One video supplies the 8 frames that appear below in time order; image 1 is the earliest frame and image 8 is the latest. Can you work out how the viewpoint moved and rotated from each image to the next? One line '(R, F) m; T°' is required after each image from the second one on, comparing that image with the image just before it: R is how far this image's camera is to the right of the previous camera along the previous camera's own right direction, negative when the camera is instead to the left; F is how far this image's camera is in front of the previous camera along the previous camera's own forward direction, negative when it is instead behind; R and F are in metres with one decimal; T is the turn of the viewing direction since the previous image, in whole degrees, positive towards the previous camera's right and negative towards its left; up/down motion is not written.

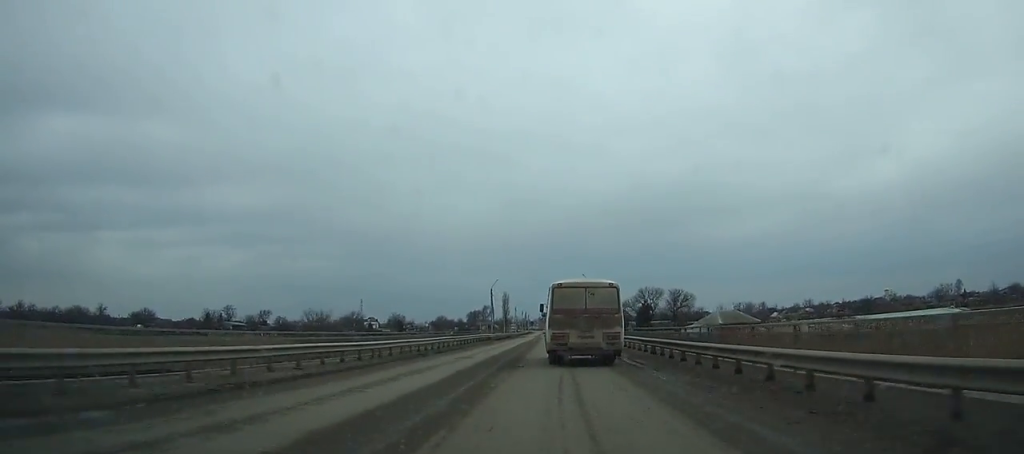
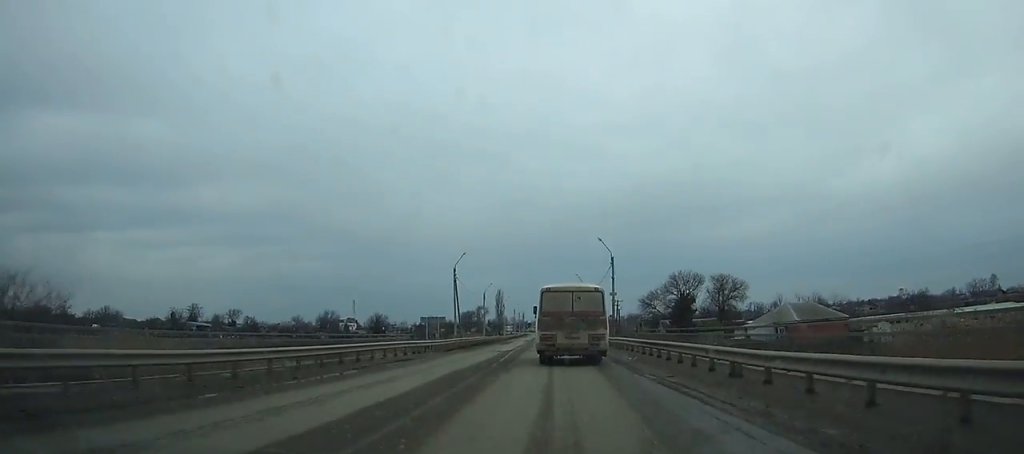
(-0.1, +34.7) m; -1°
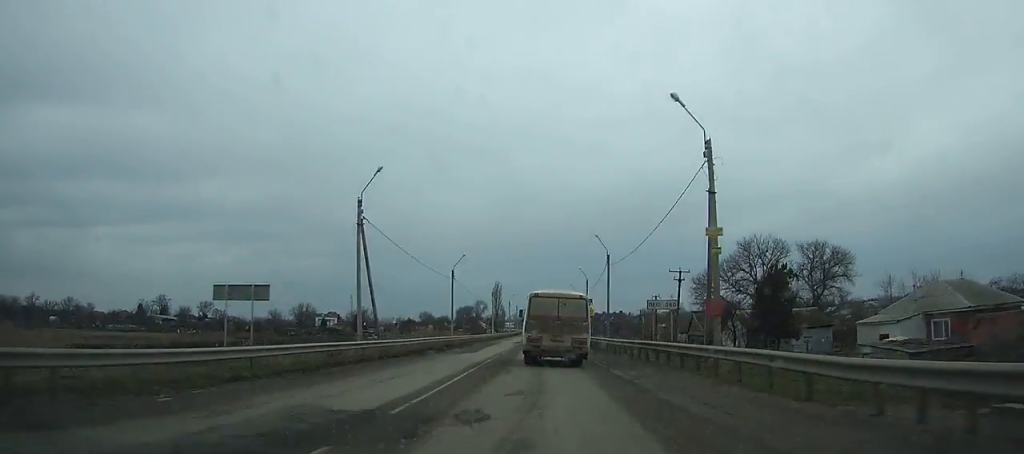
(0.0, +31.9) m; -1°
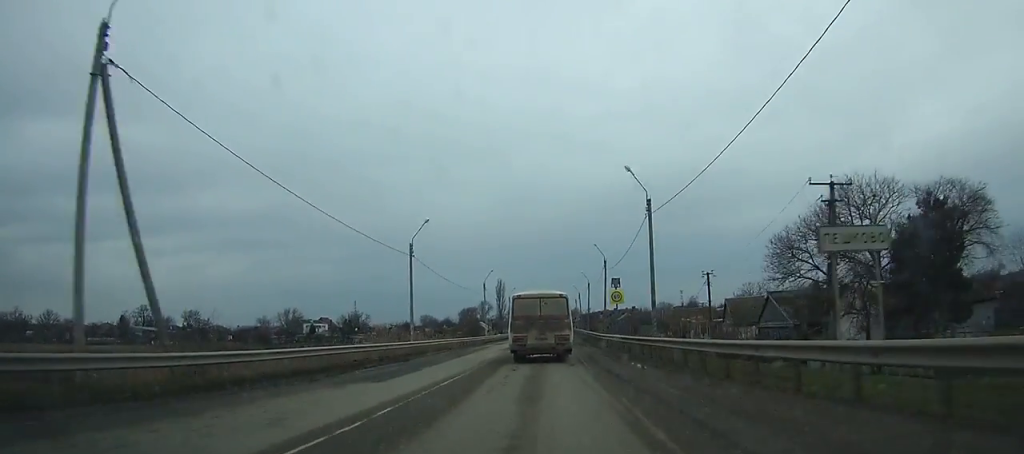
(-0.2, +20.0) m; 0°
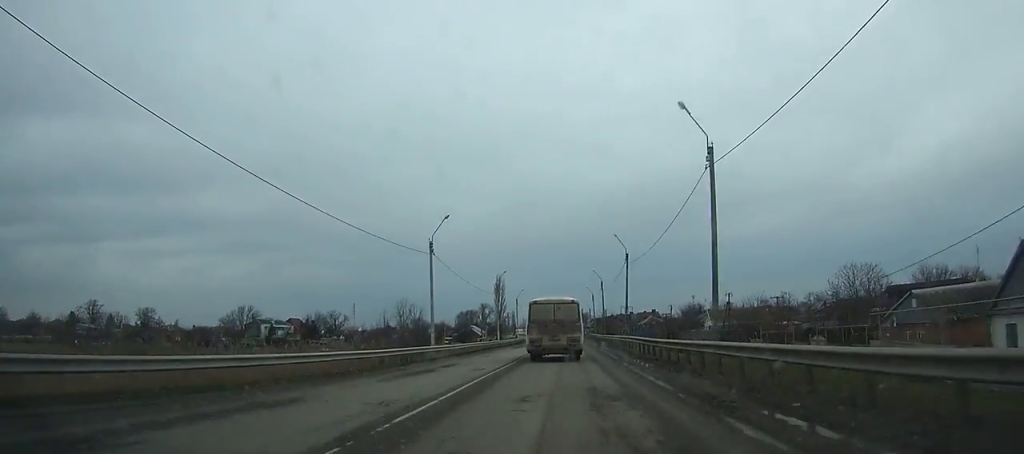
(-0.2, +38.9) m; 0°
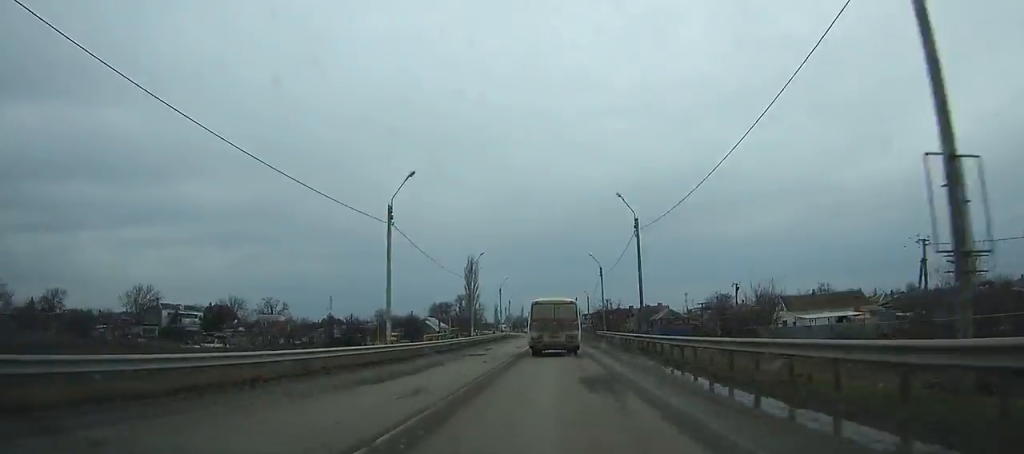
(+0.2, +44.5) m; 0°
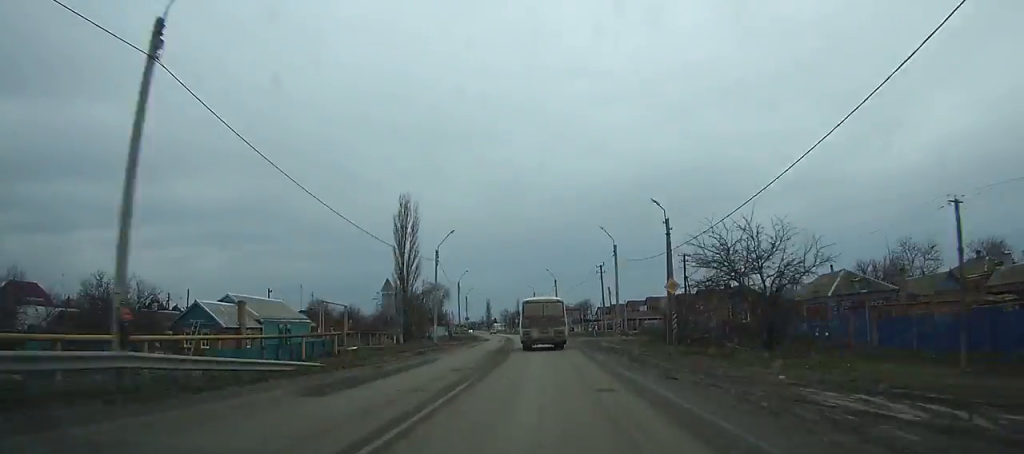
(-0.2, +80.1) m; -2°
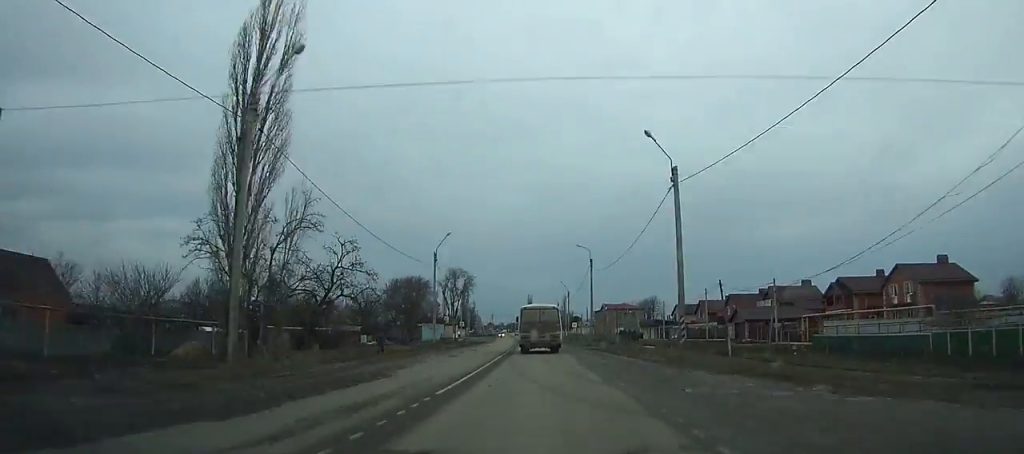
(-2.6, +63.9) m; -4°
